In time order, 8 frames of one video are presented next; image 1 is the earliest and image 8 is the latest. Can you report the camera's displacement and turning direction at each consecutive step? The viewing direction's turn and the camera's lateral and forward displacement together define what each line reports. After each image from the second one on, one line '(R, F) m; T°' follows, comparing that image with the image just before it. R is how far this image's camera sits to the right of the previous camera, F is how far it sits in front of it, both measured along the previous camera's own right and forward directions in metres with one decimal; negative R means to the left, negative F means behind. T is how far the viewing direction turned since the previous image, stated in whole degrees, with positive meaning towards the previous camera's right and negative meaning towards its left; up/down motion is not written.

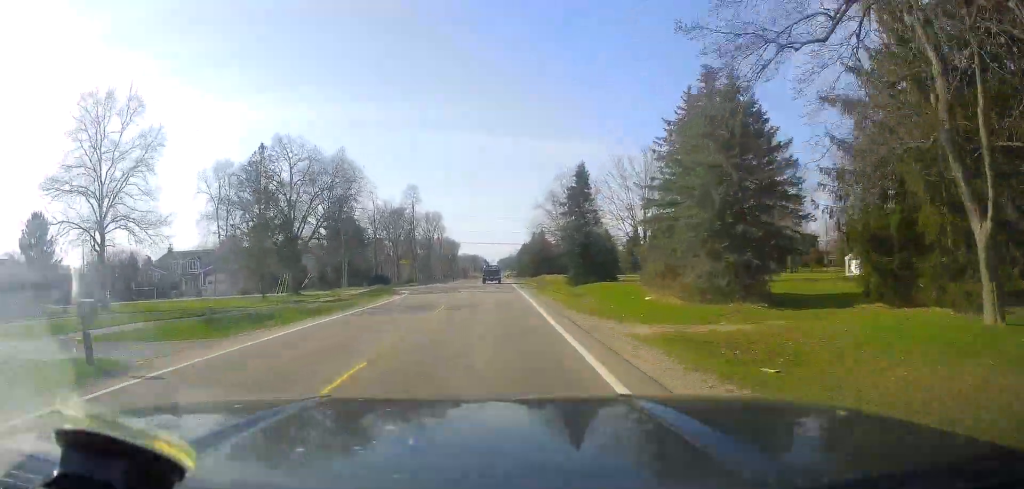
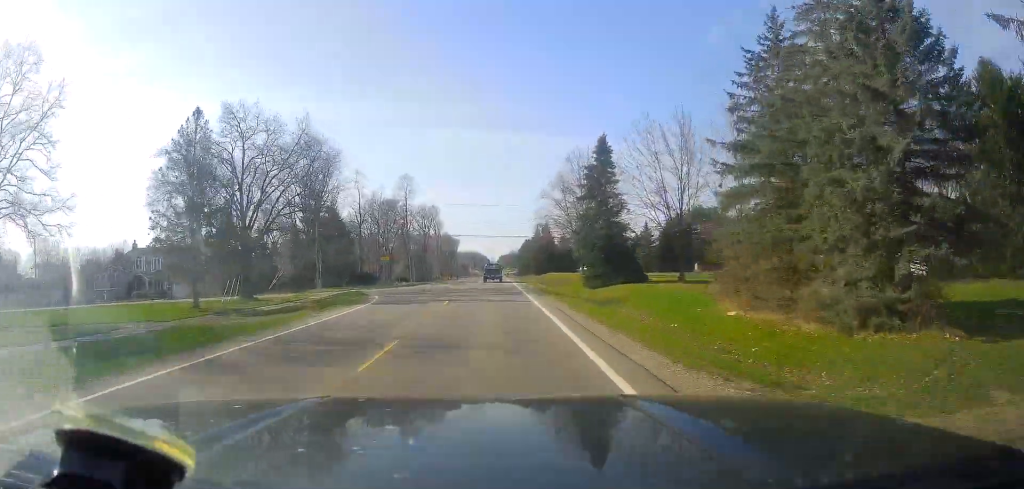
(-0.3, +12.4) m; -1°
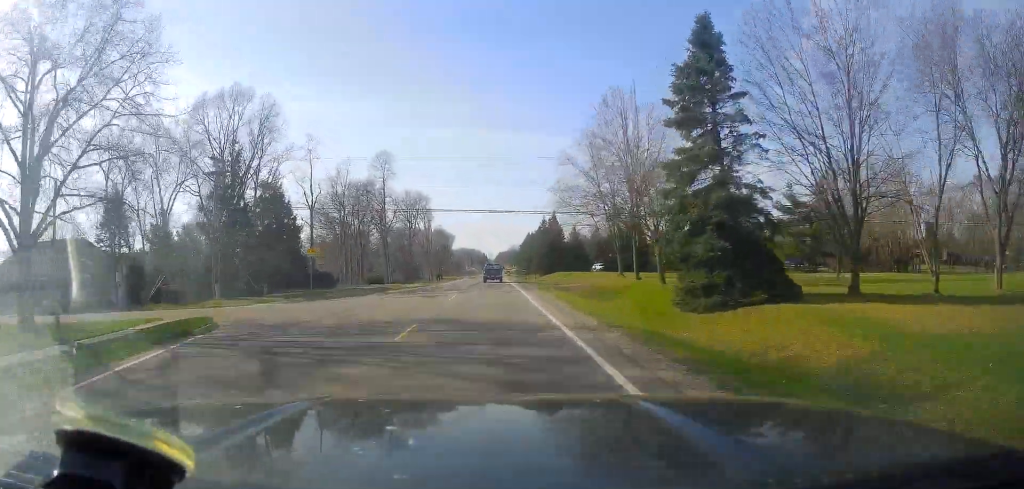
(-0.1, +26.5) m; +1°
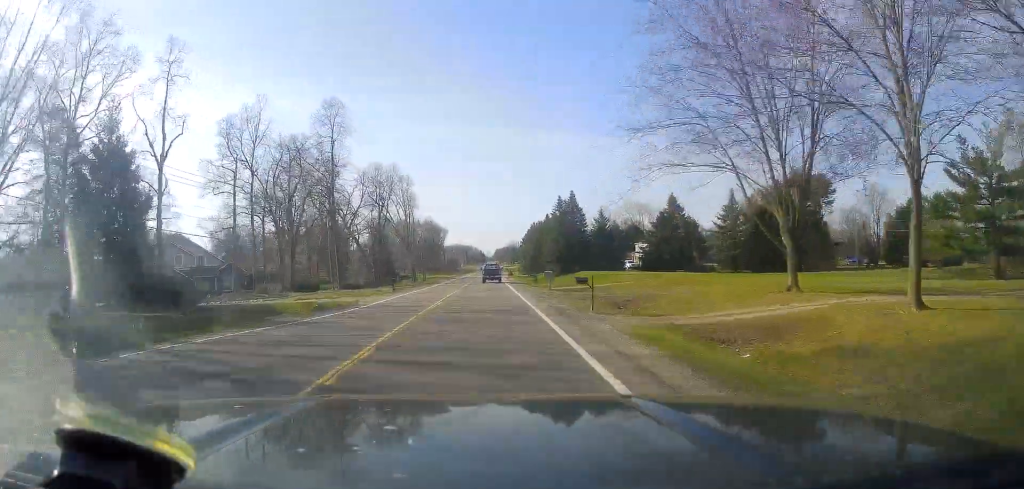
(+0.8, +35.5) m; 0°
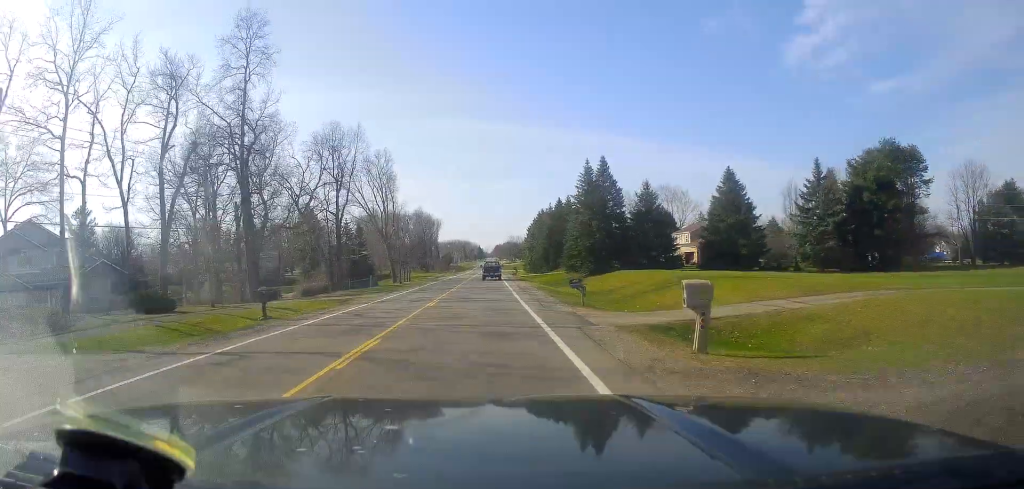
(-0.5, +28.9) m; -1°
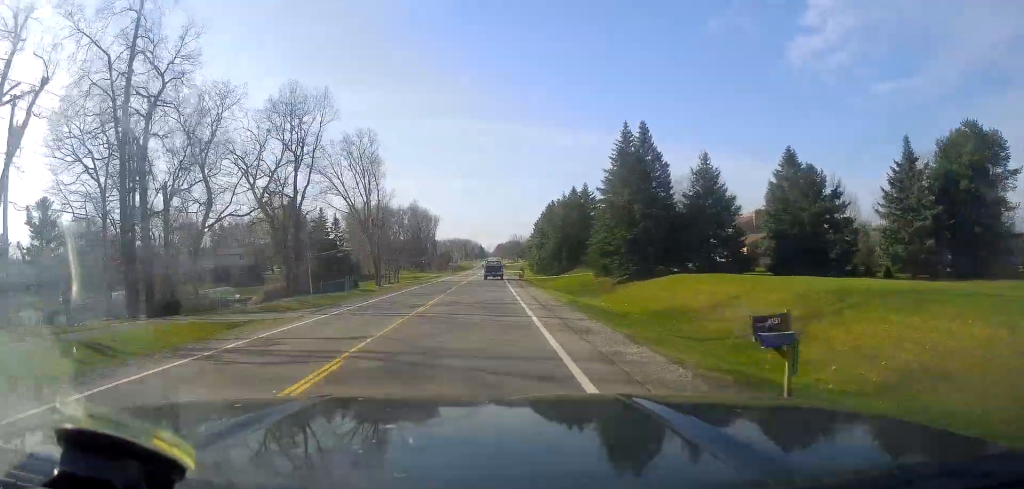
(0.0, +18.2) m; +1°
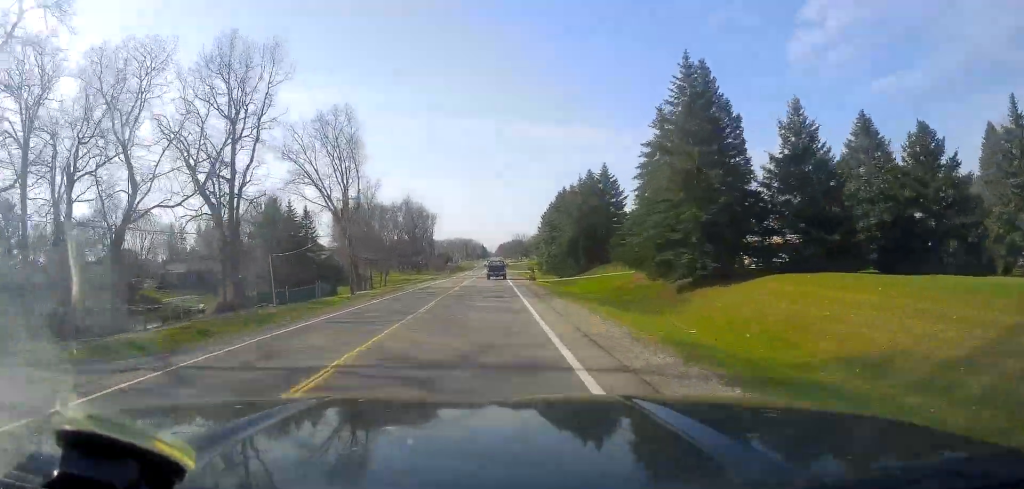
(+0.4, +15.8) m; +1°
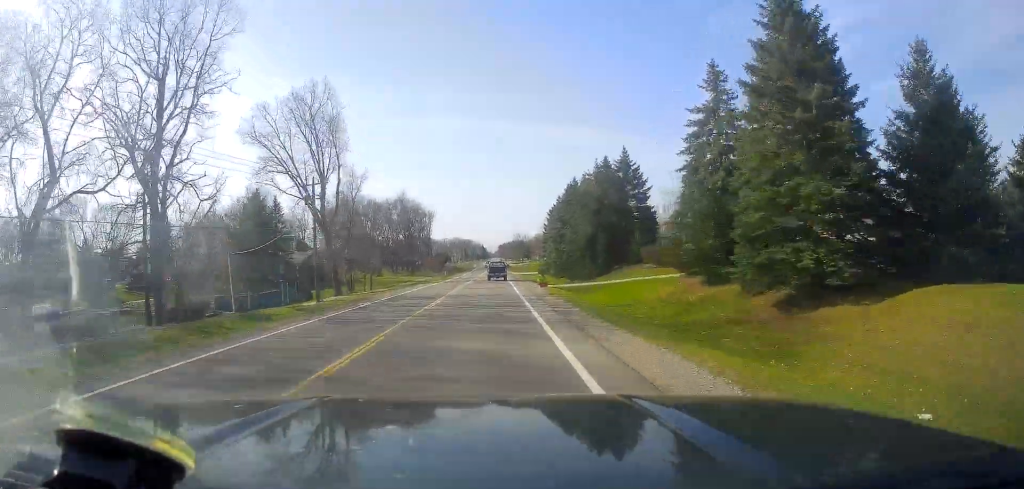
(-0.1, +11.8) m; -1°
